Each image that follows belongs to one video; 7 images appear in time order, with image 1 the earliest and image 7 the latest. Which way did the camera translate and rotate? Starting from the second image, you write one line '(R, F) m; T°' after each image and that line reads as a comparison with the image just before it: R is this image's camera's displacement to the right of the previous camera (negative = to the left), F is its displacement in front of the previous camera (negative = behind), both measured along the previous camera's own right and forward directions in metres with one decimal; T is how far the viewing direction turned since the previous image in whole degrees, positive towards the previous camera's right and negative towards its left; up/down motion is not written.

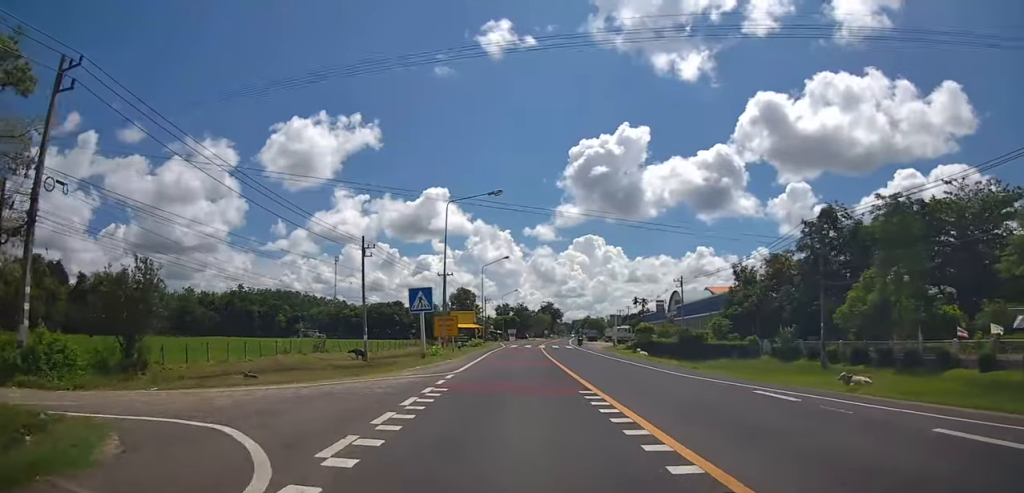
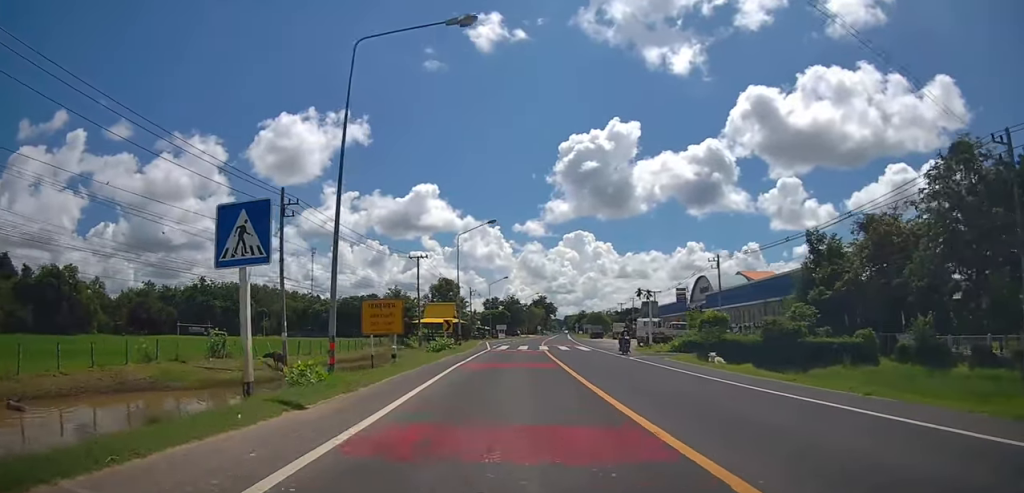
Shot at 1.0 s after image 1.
(+0.7, +18.3) m; +2°
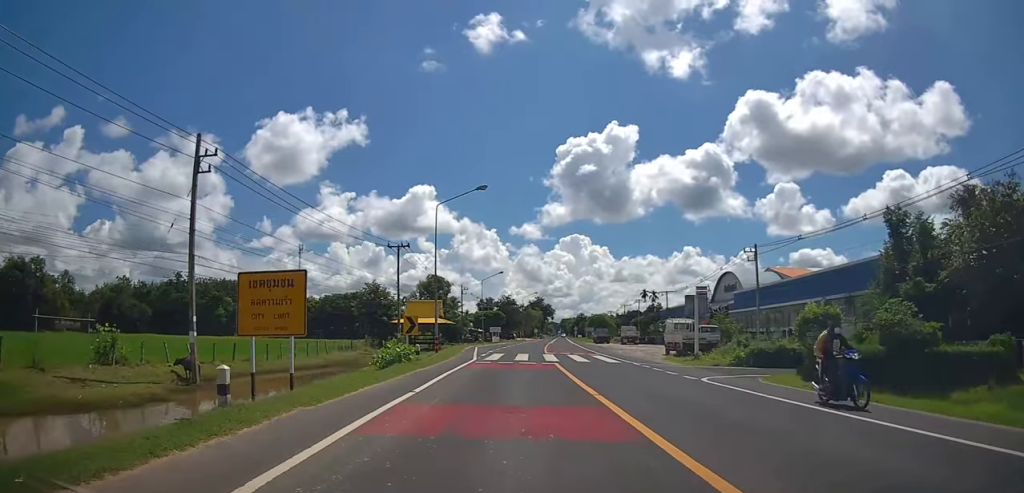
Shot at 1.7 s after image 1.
(0.0, +11.0) m; 0°
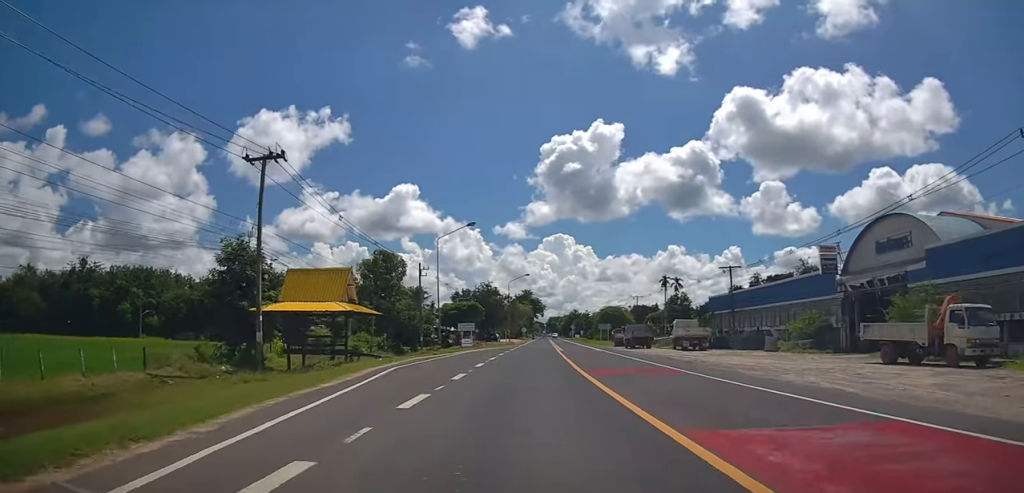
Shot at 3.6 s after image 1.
(-1.5, +34.0) m; 0°
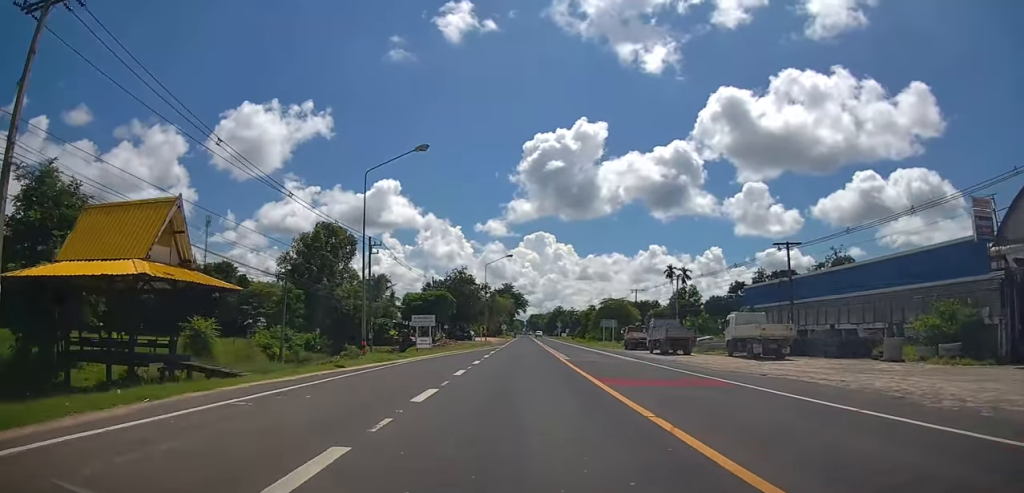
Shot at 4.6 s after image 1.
(+1.3, +17.4) m; +3°
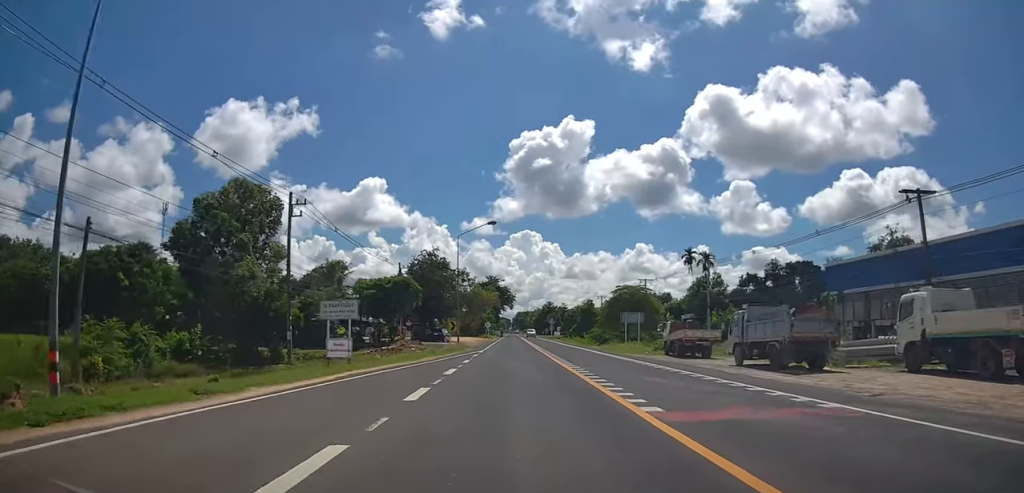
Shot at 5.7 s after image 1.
(-0.5, +18.0) m; +1°
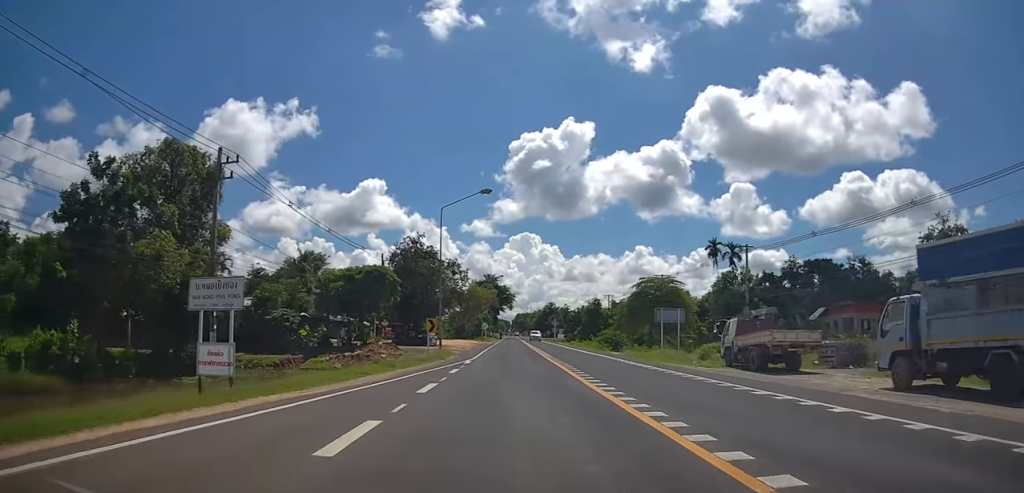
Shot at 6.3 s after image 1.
(+0.3, +10.4) m; 0°
